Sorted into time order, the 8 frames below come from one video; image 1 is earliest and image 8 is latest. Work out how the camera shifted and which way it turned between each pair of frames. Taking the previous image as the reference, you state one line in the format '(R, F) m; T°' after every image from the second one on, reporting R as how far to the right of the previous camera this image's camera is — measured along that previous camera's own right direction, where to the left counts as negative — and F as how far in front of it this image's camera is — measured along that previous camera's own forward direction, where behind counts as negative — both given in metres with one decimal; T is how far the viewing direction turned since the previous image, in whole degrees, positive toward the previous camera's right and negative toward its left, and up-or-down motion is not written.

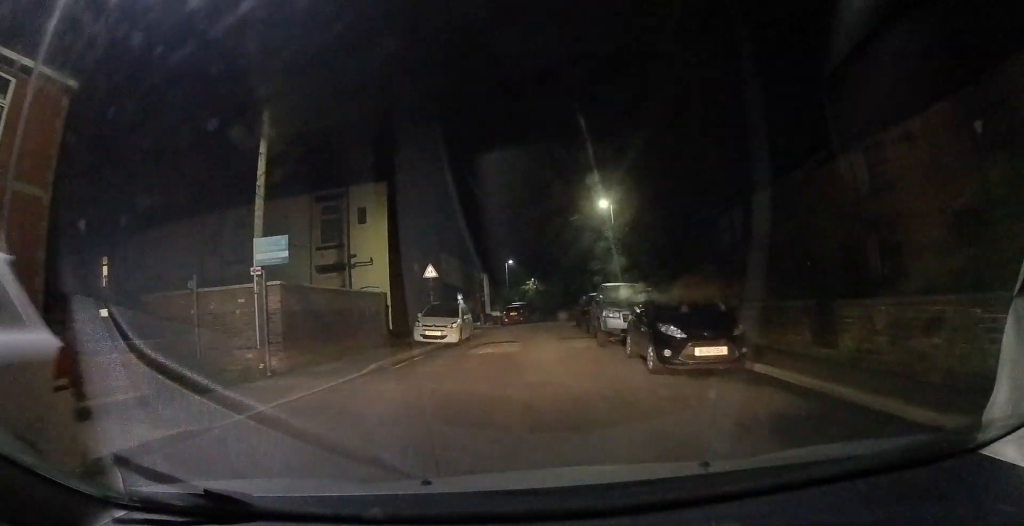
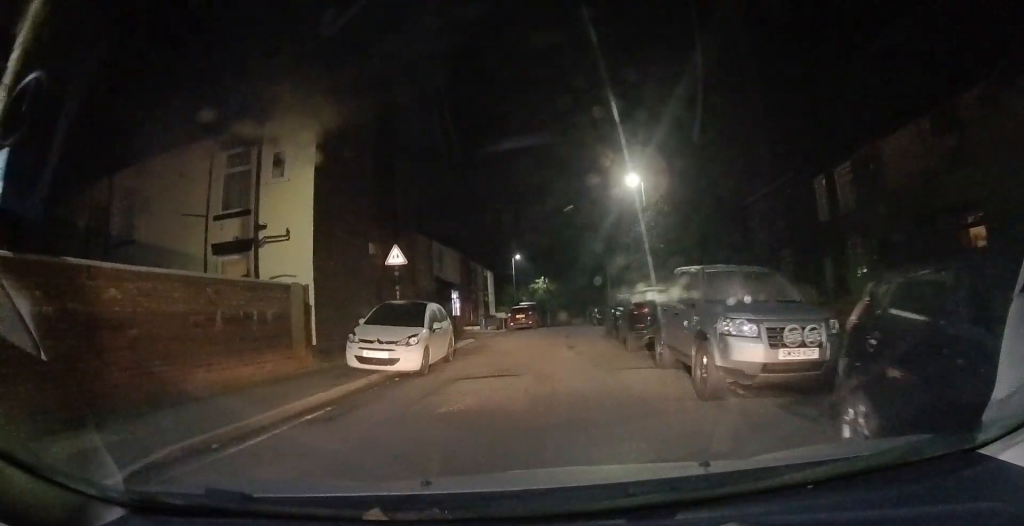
(-0.2, +8.1) m; -1°
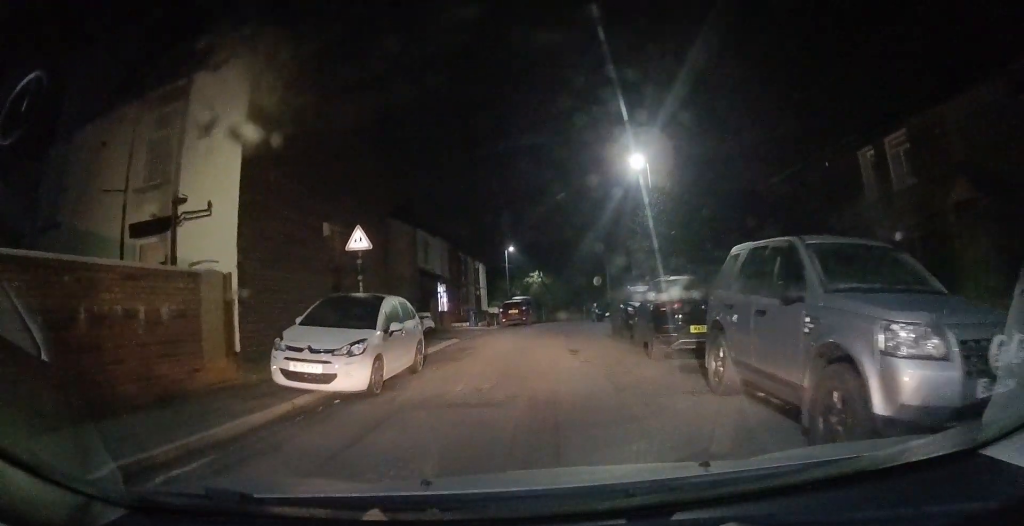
(0.0, +3.3) m; 0°
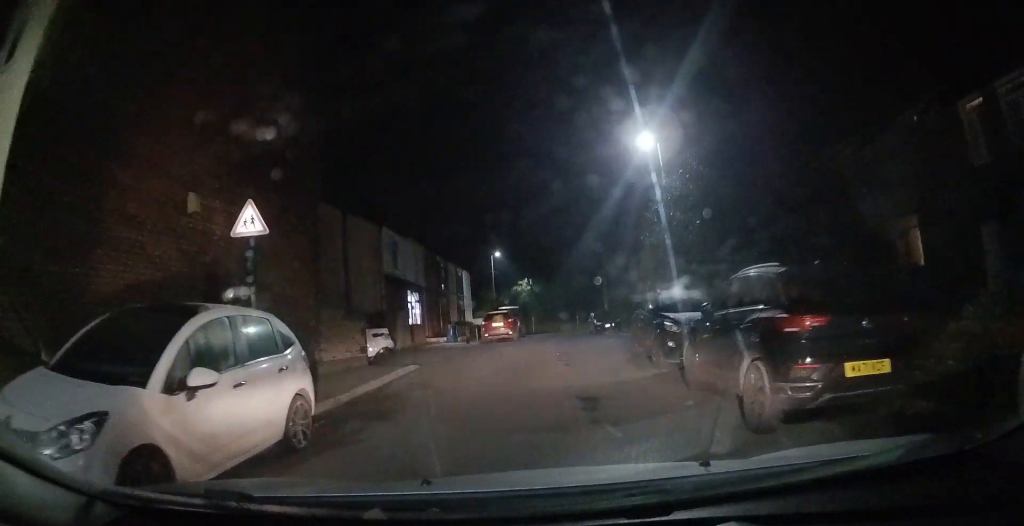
(+0.1, +5.4) m; -1°
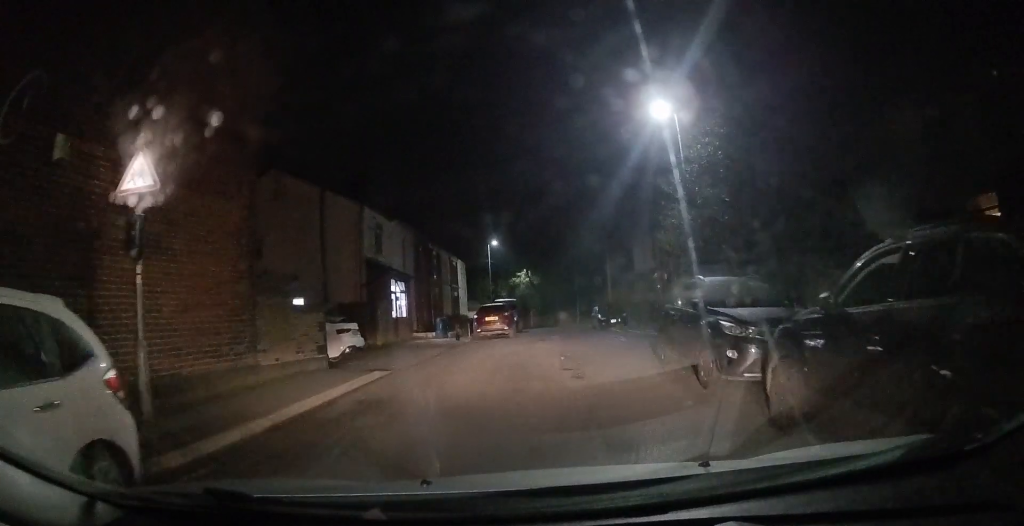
(0.0, +3.2) m; 0°
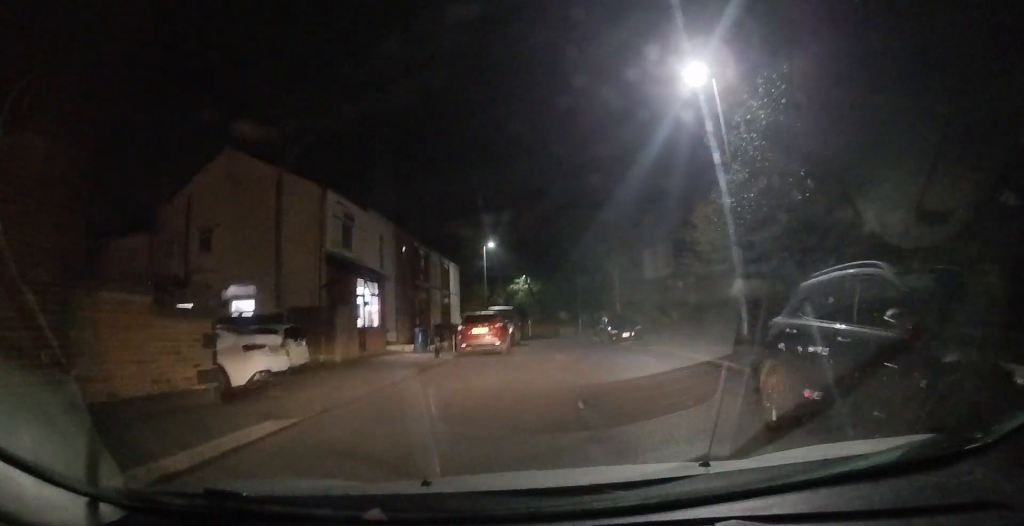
(-0.1, +4.8) m; 0°
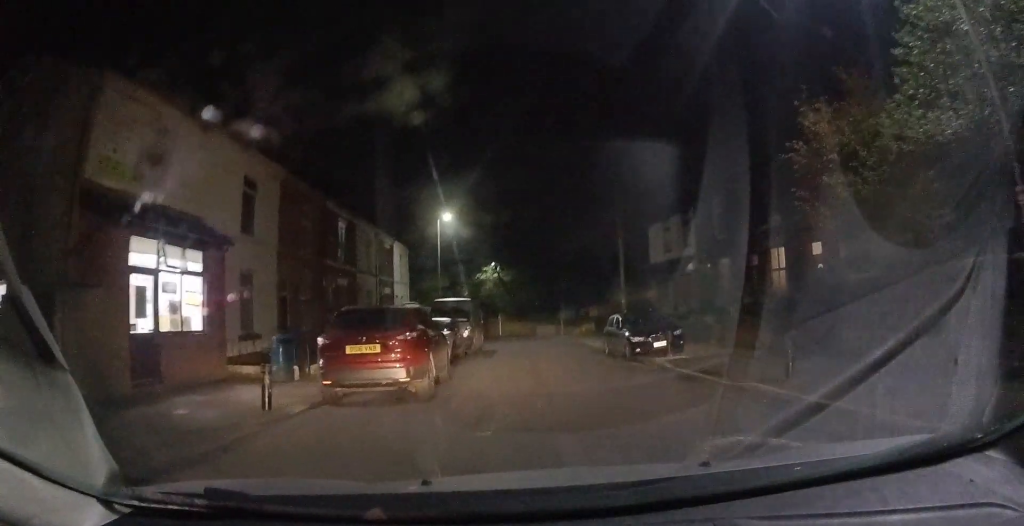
(0.0, +9.9) m; +4°
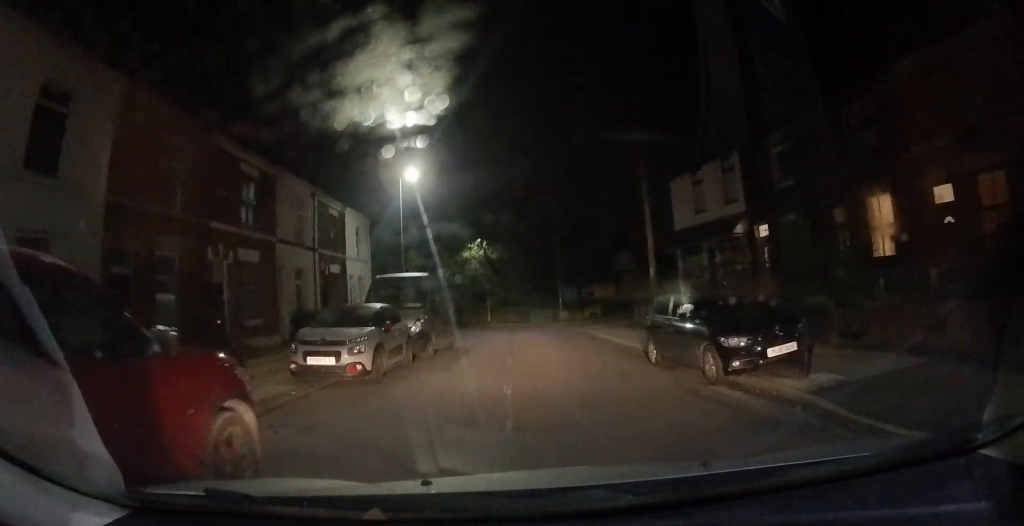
(+0.4, +8.0) m; 0°
